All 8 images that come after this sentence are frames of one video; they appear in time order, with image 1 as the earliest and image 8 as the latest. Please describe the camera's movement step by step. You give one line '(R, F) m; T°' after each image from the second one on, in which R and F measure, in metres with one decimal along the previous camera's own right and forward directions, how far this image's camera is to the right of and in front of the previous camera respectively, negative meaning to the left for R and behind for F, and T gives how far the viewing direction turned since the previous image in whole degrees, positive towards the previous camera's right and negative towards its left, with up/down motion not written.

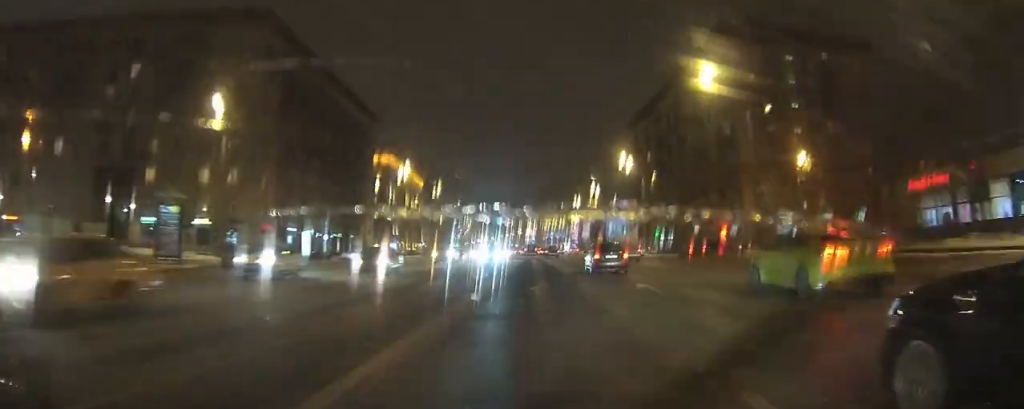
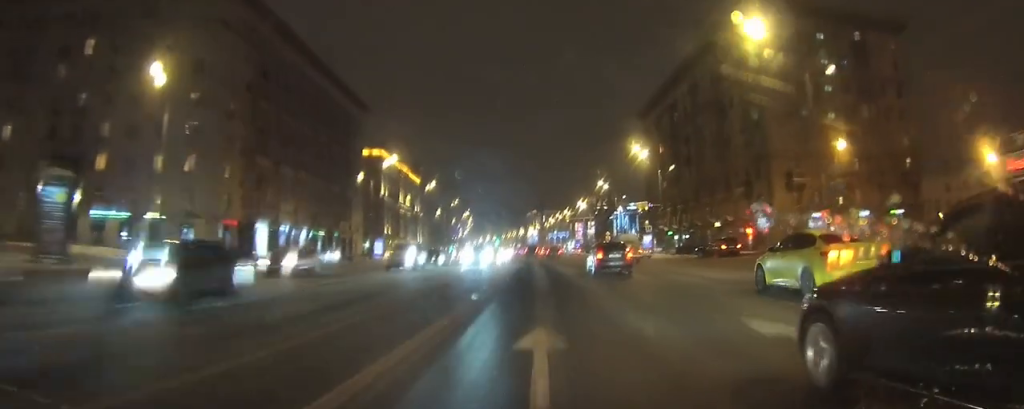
(0.0, +8.8) m; 0°
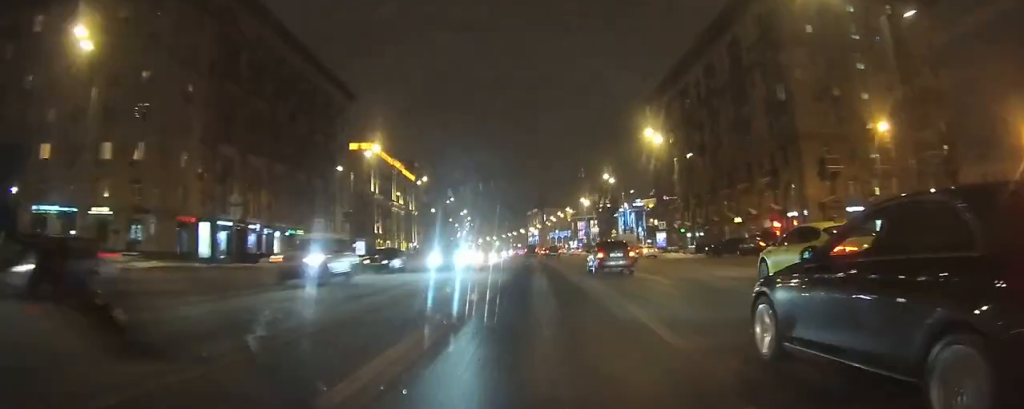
(0.0, +8.0) m; 0°
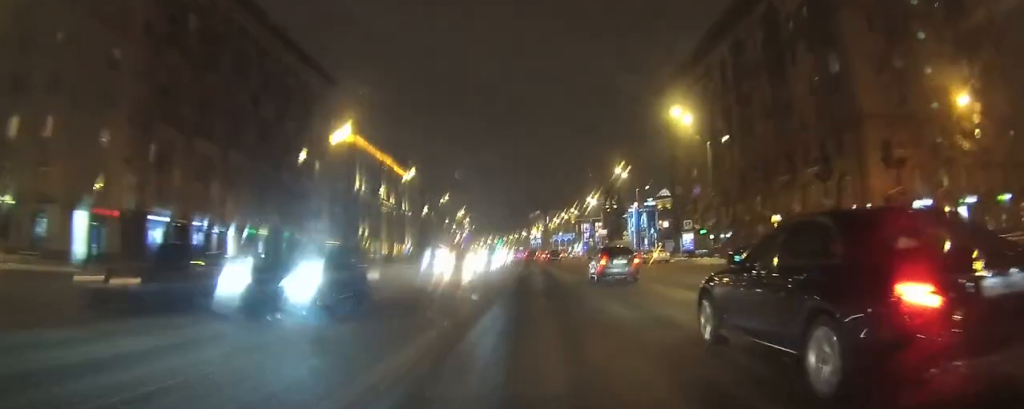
(-0.1, +13.2) m; 0°
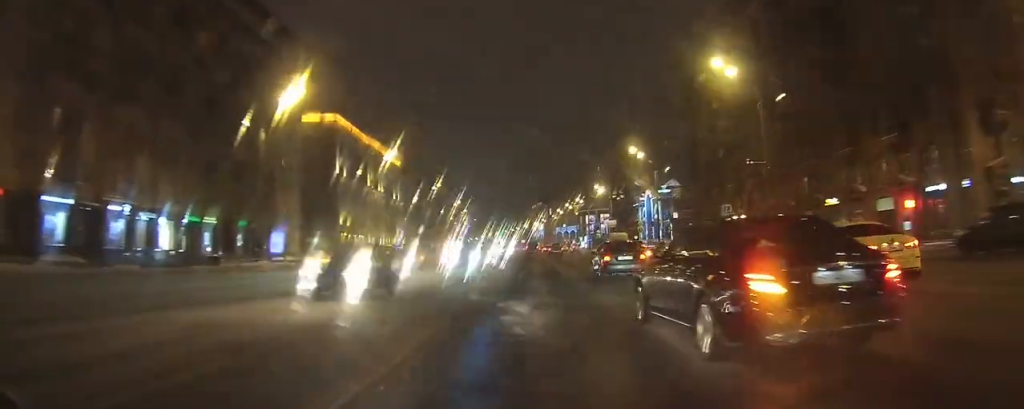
(0.0, +15.1) m; 0°
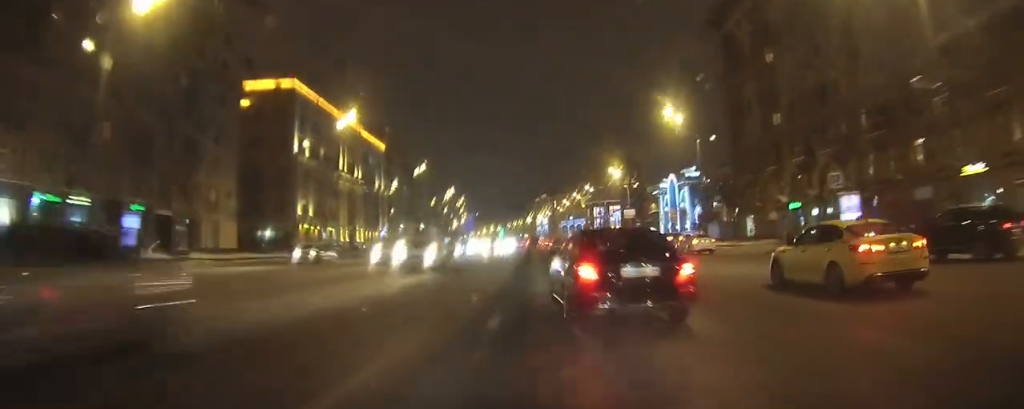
(+0.1, +25.8) m; 0°
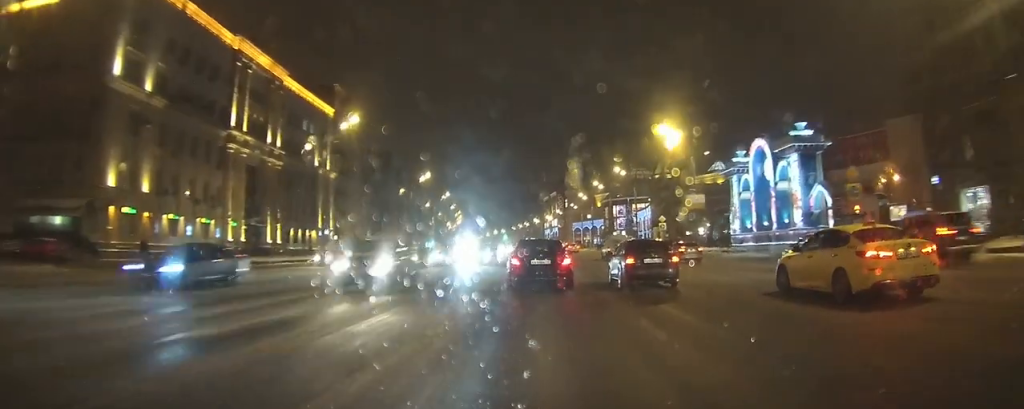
(-0.3, +50.6) m; -1°
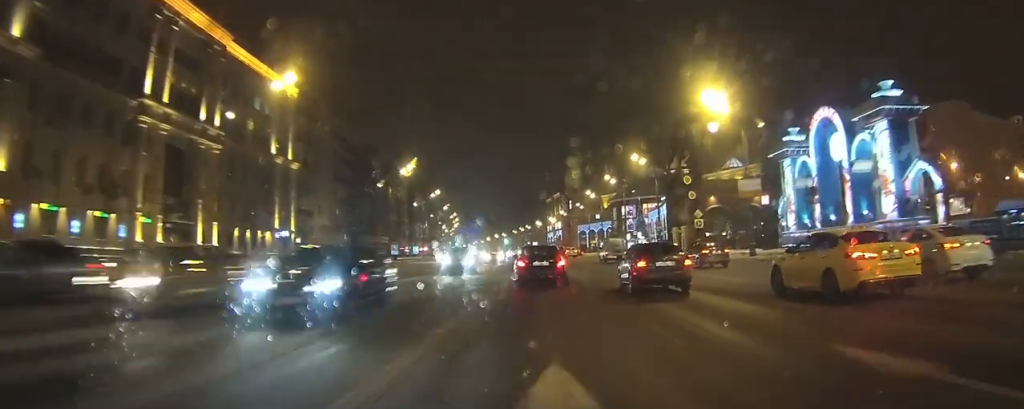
(-0.1, +16.5) m; -1°
